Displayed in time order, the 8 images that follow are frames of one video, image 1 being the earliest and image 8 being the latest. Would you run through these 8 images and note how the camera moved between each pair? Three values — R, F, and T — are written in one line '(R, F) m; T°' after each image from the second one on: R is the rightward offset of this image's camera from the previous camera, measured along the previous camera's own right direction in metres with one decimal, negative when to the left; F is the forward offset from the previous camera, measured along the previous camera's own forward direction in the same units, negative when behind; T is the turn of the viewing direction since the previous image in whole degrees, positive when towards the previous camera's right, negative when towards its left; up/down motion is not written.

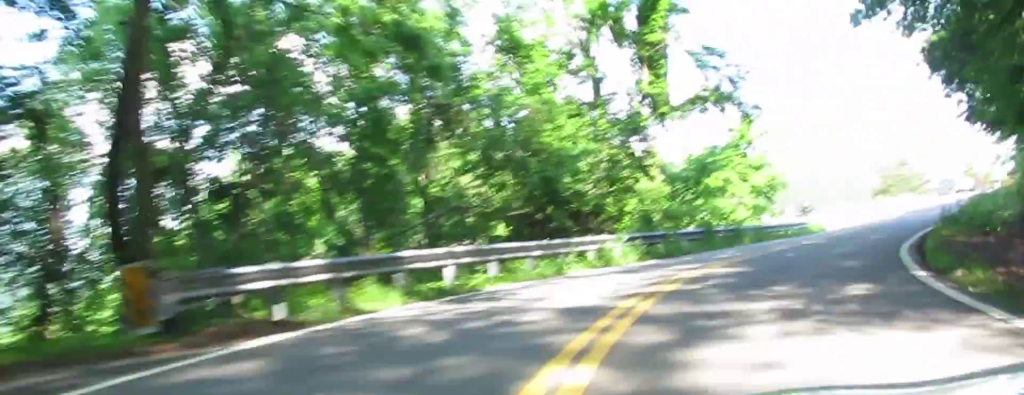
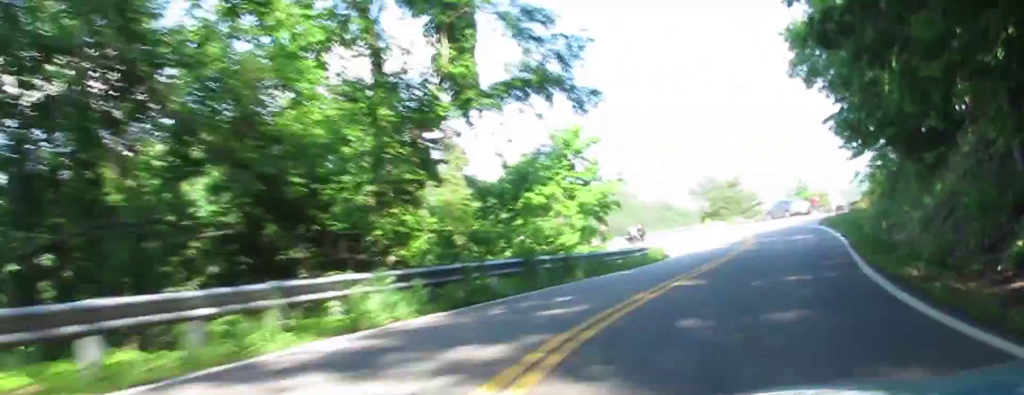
(+0.5, +8.8) m; +6°
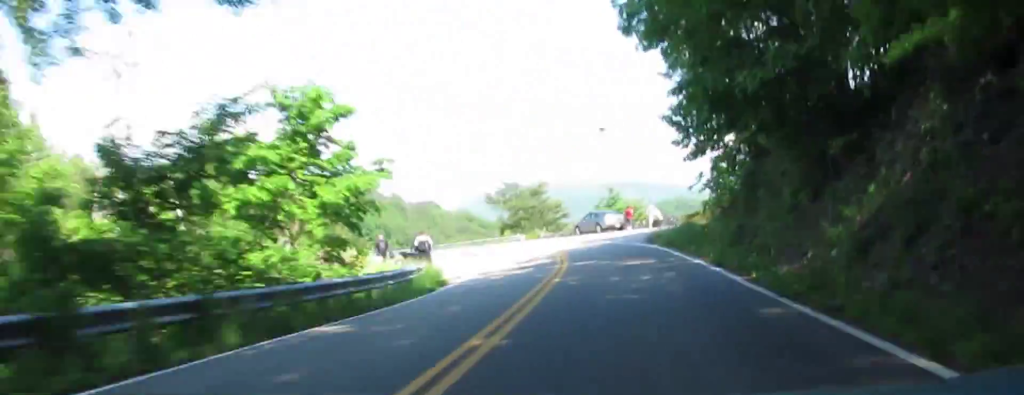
(+1.1, +12.0) m; +9°
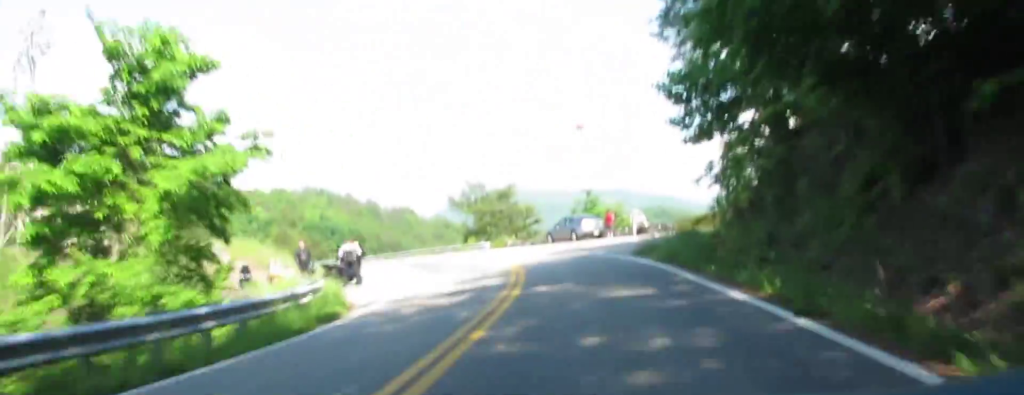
(+0.5, +9.6) m; +4°
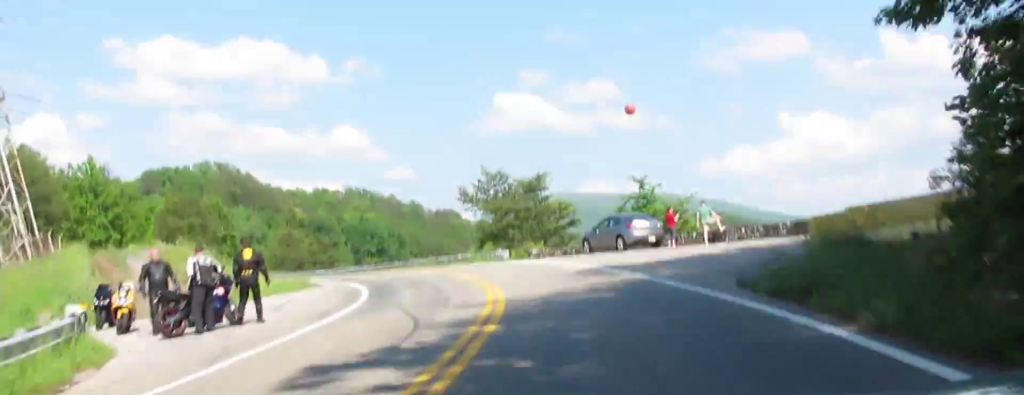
(+0.7, +18.5) m; +1°
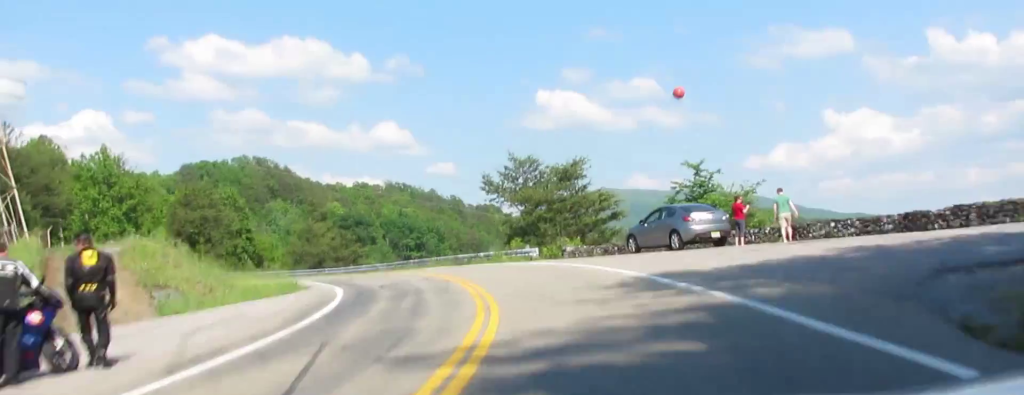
(-0.2, +10.0) m; -3°
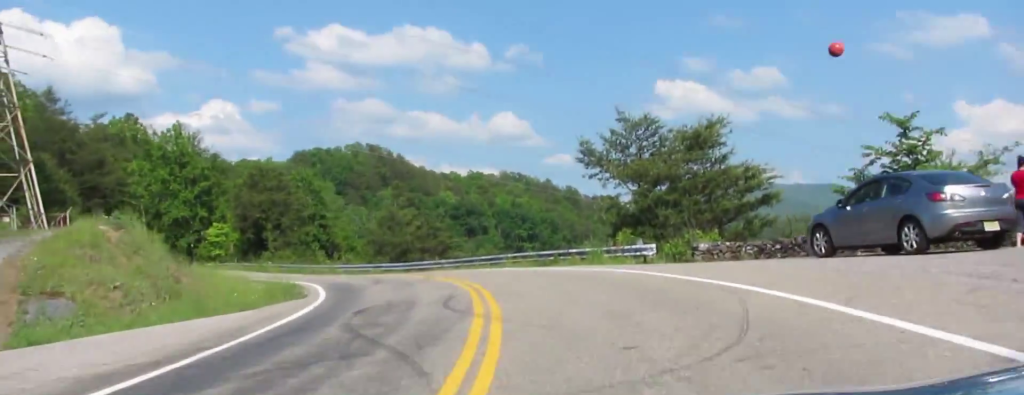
(-0.6, +15.6) m; -6°
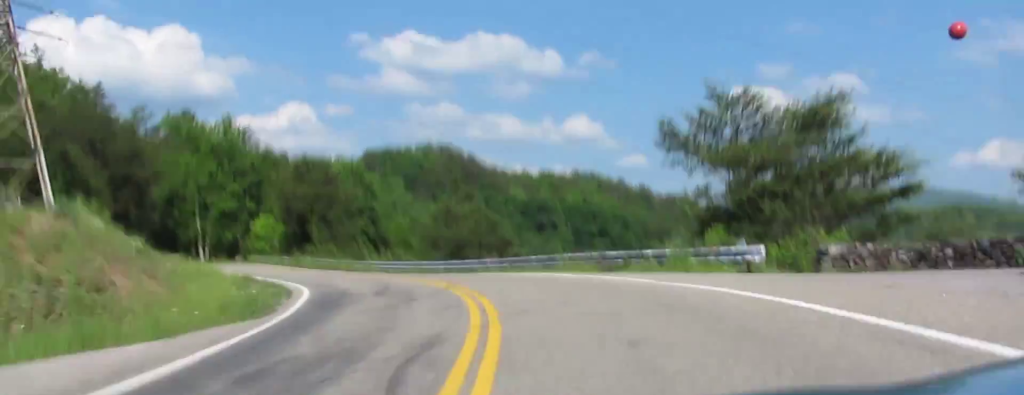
(-0.1, +8.6) m; -4°
